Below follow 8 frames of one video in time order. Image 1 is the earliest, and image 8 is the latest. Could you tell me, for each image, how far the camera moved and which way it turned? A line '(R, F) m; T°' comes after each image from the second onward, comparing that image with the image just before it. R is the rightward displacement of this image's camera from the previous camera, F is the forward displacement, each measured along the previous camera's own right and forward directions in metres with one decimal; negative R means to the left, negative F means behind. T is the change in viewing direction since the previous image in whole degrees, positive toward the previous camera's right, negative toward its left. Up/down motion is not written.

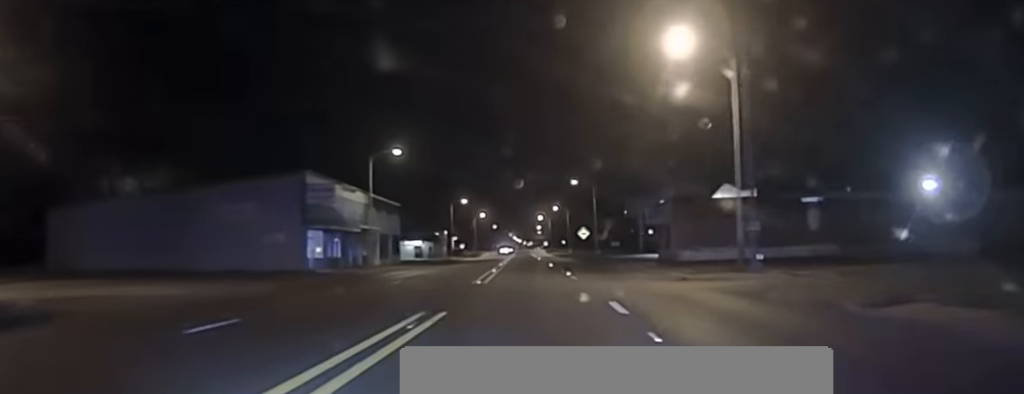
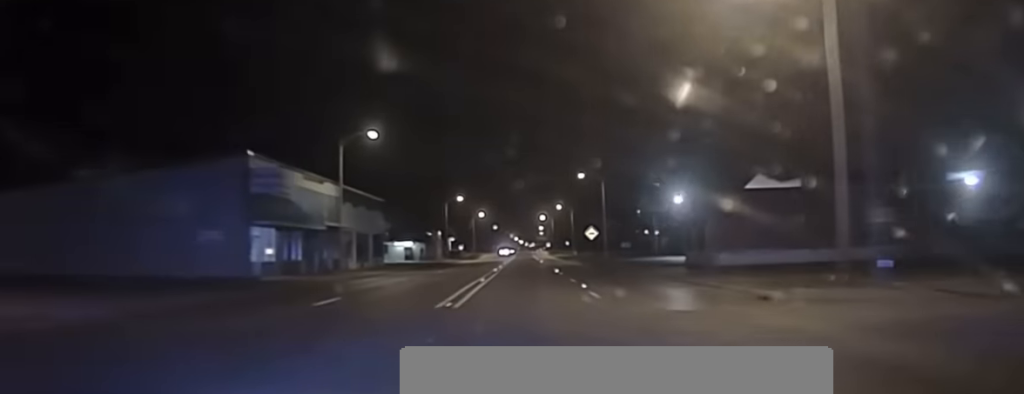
(0.0, +13.5) m; 0°
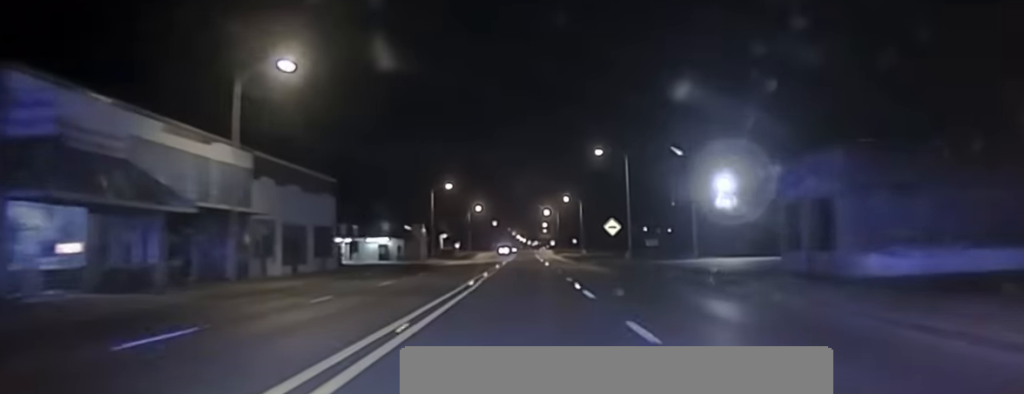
(0.0, +28.6) m; 0°
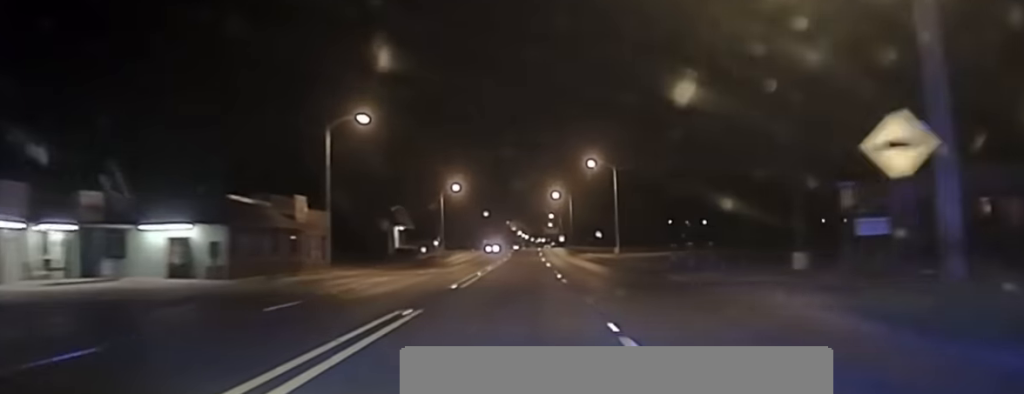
(-0.6, +68.1) m; -1°
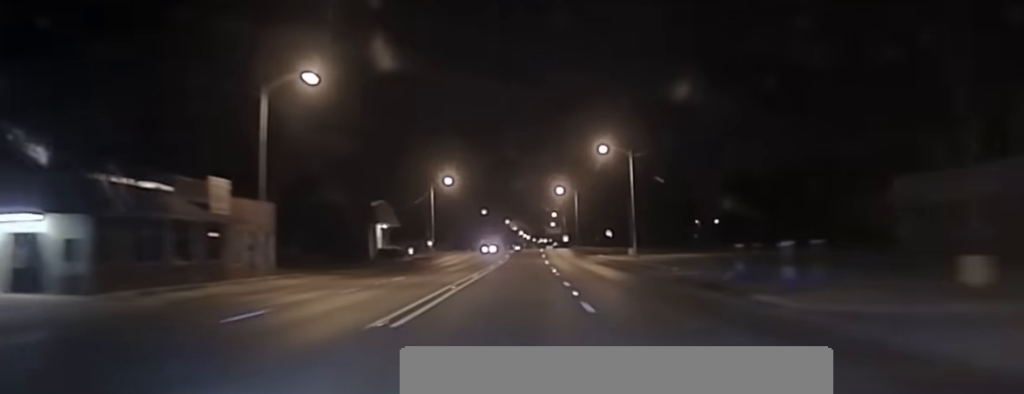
(0.0, +15.5) m; 0°
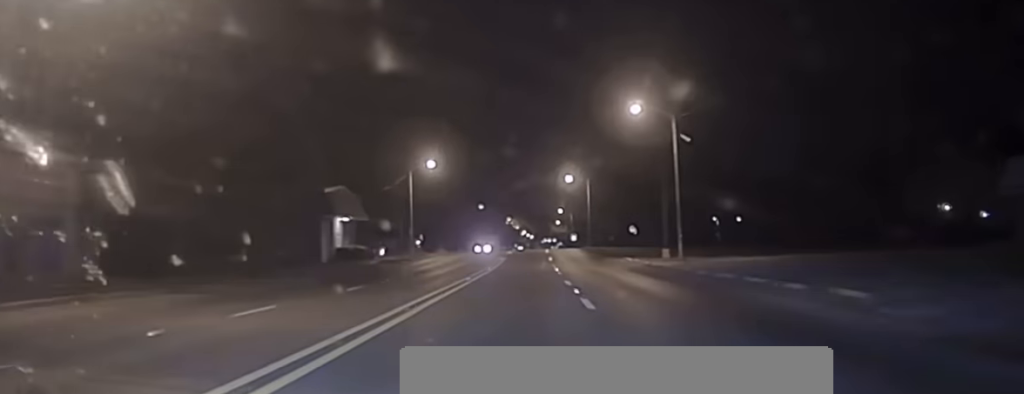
(0.0, +25.0) m; 0°
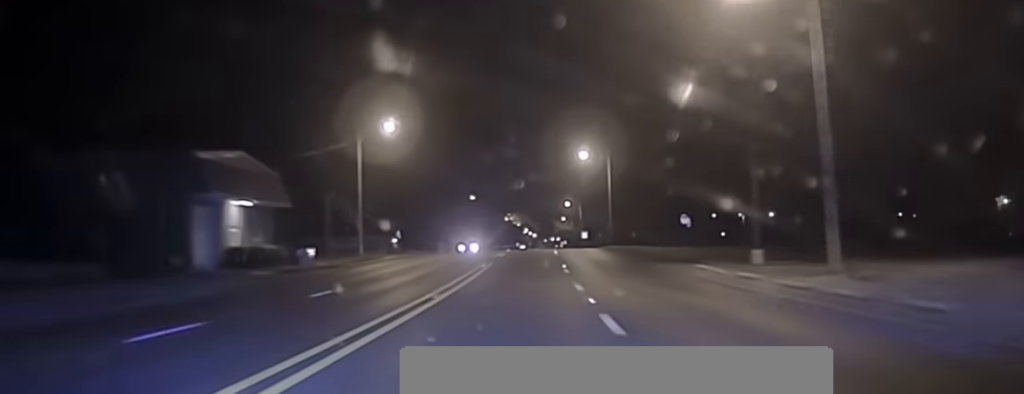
(0.0, +29.3) m; 0°
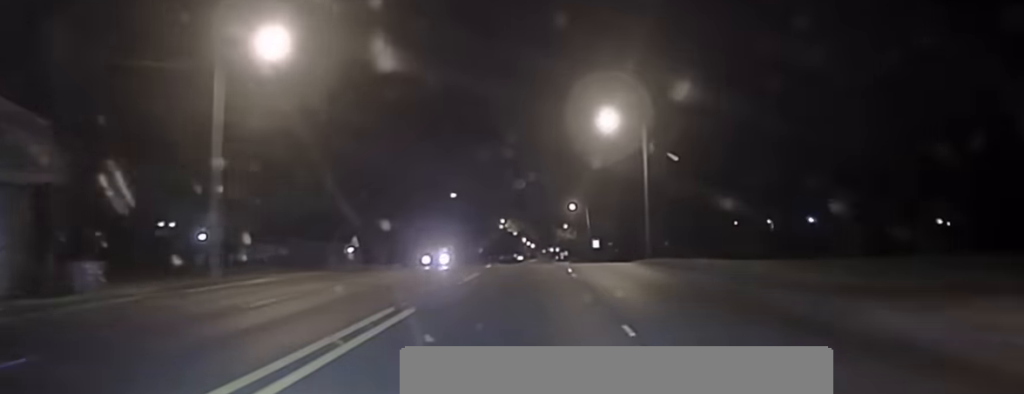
(+0.1, +31.4) m; 0°
